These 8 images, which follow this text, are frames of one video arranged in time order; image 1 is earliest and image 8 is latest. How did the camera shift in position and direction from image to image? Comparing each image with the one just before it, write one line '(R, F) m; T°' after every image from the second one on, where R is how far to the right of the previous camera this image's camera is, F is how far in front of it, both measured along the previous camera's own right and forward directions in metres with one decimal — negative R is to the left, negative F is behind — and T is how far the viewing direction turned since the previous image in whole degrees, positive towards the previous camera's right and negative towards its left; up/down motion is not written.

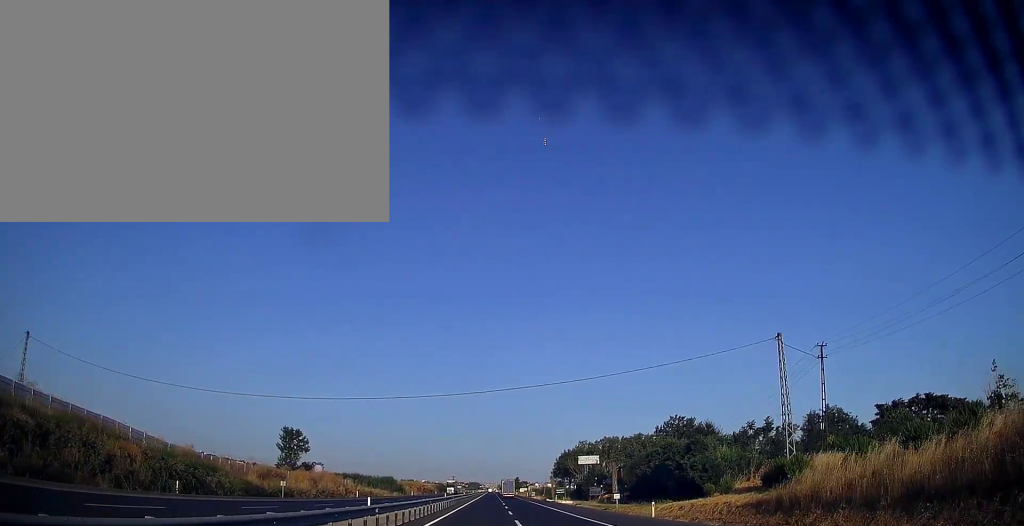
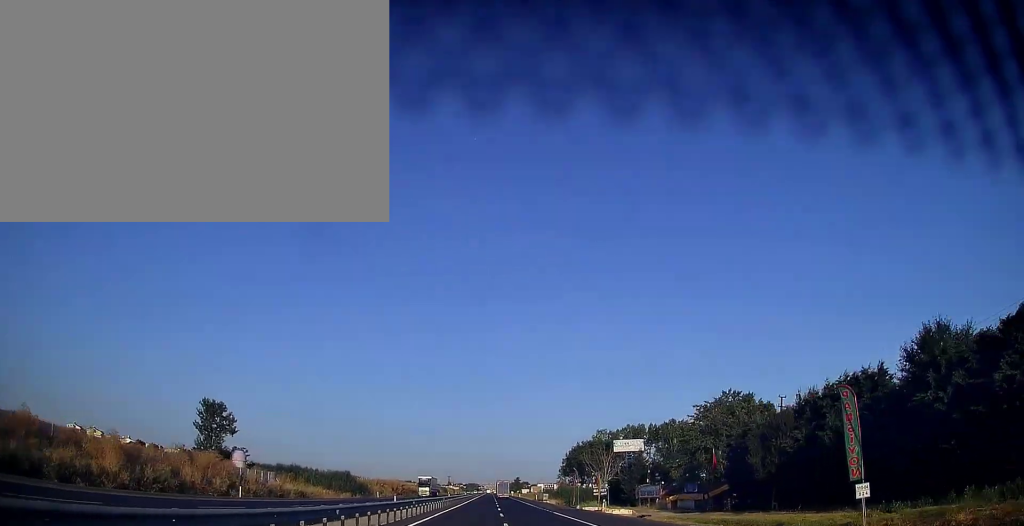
(0.0, +38.3) m; -1°
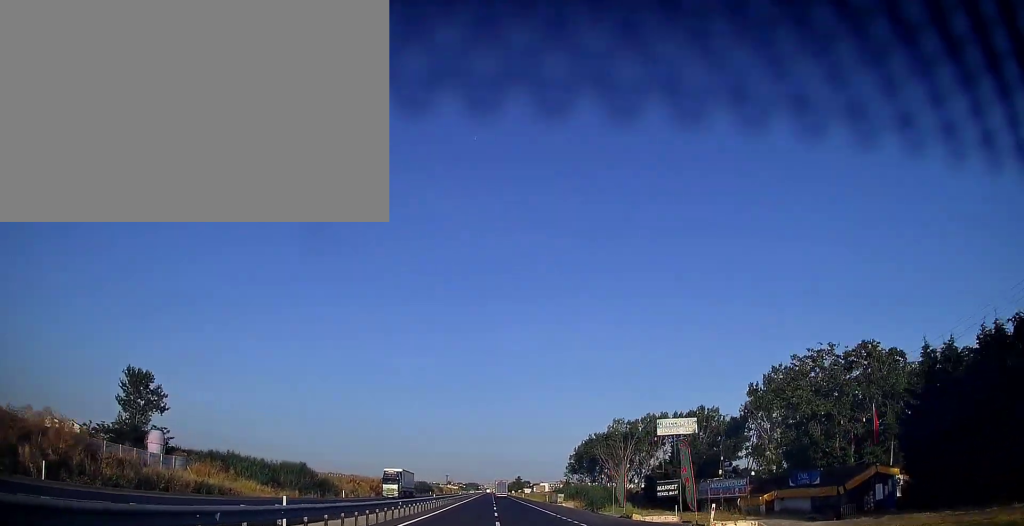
(-0.3, +22.7) m; 0°
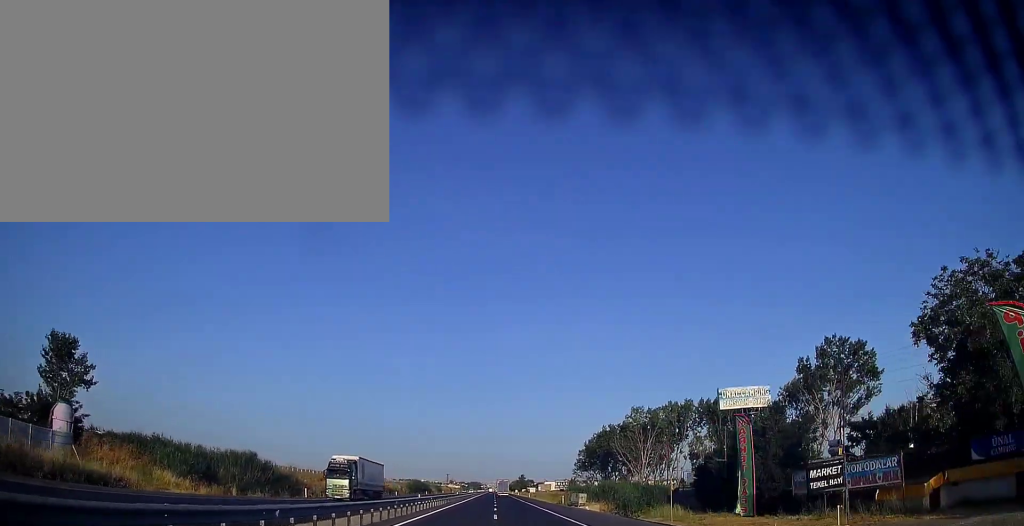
(0.0, +16.7) m; 0°
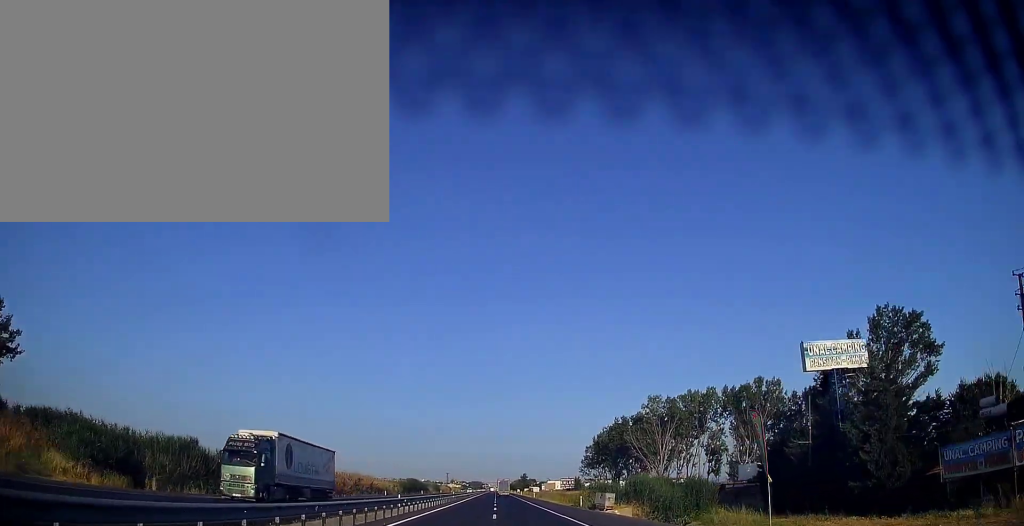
(0.0, +12.8) m; 0°
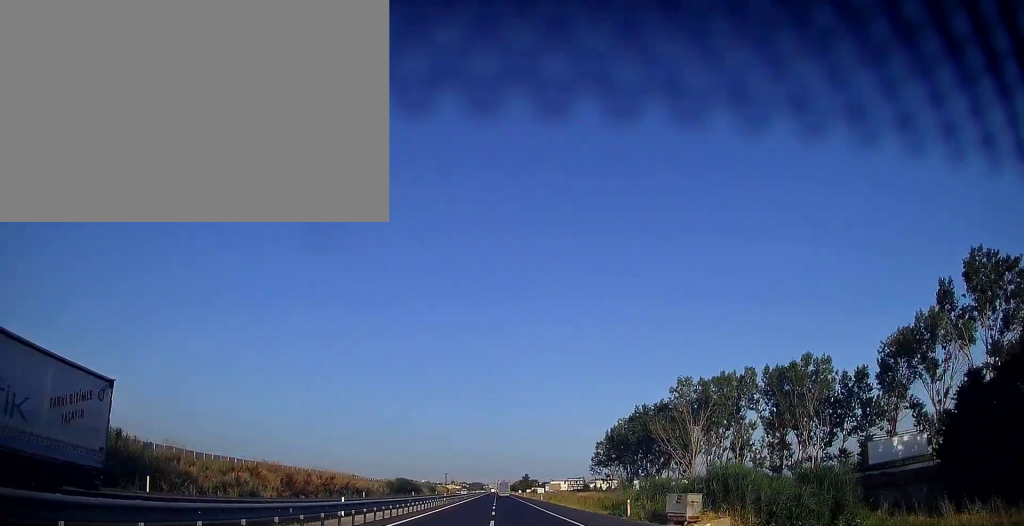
(0.0, +17.7) m; 0°
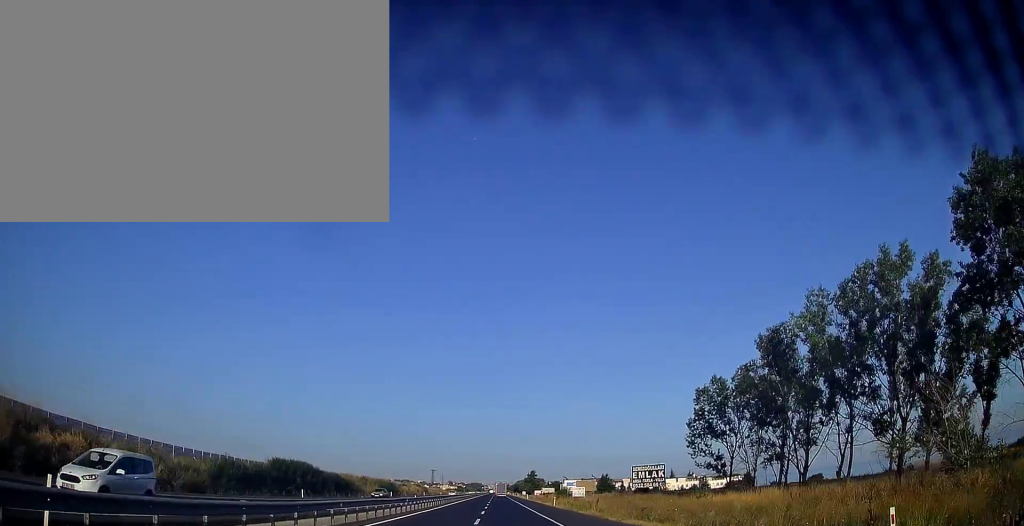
(+0.6, +80.8) m; 0°
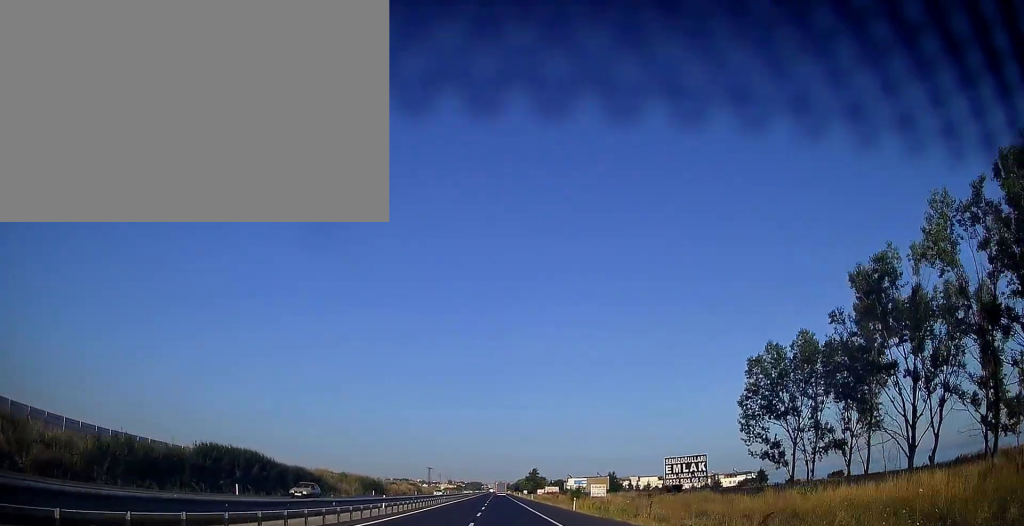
(-0.2, +16.7) m; 0°
